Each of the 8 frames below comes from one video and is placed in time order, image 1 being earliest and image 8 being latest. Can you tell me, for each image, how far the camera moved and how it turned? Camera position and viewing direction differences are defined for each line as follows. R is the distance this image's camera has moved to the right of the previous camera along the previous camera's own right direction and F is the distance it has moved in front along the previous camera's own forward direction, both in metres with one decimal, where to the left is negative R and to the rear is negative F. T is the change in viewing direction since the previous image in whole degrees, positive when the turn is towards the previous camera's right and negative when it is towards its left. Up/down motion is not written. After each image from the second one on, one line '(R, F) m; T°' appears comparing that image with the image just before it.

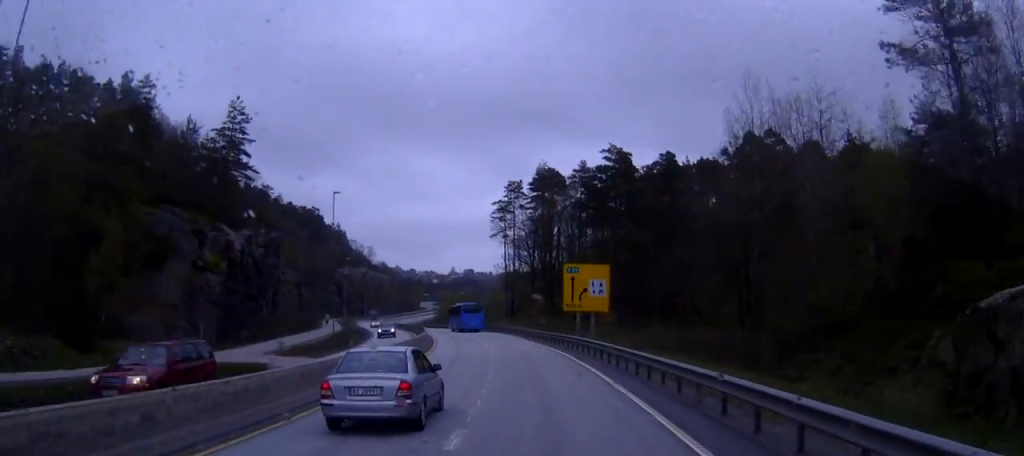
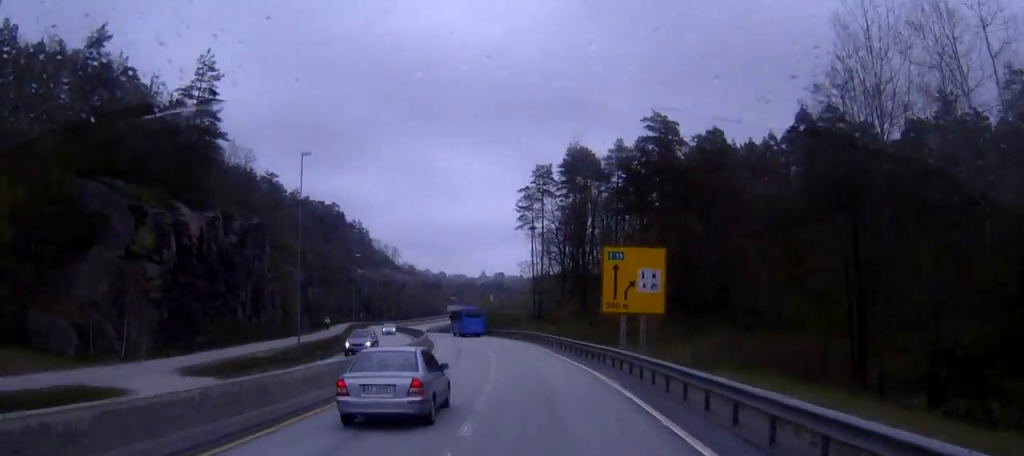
(-0.3, +14.5) m; -2°
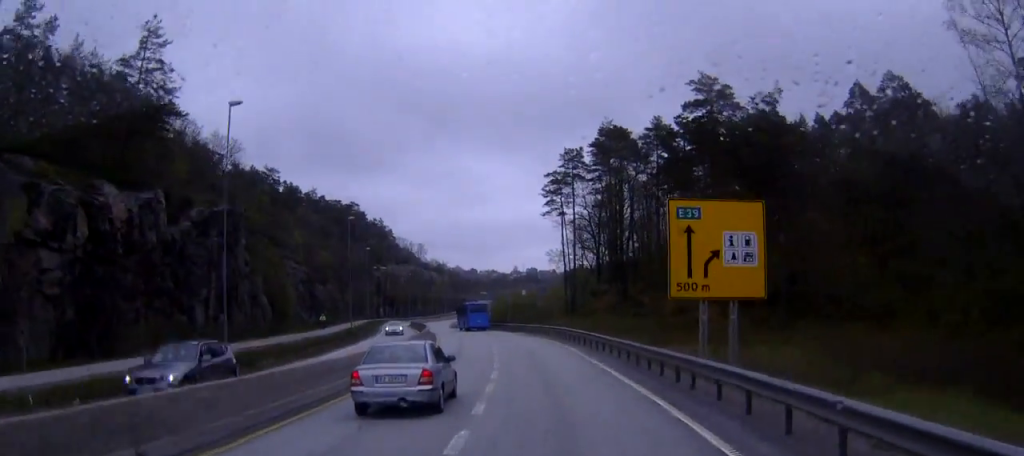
(-0.2, +14.4) m; -2°
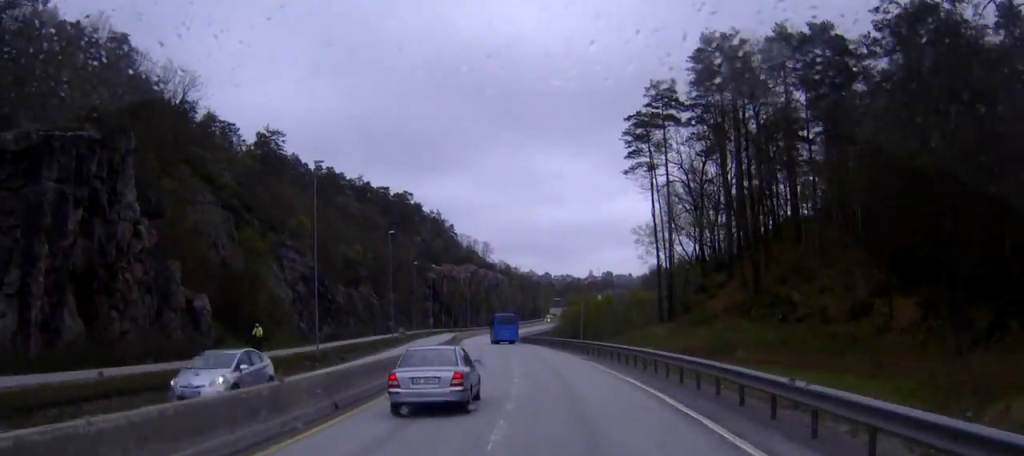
(-1.4, +29.7) m; -7°
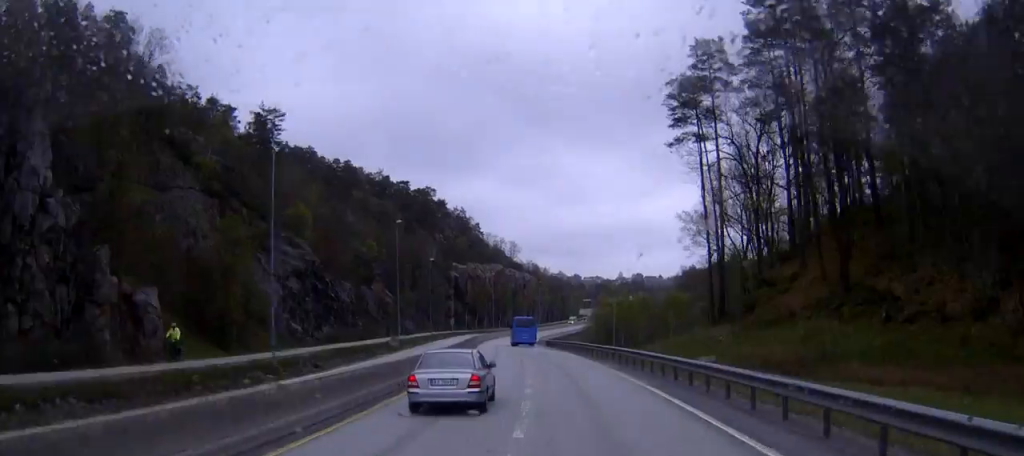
(-0.5, +11.7) m; -2°
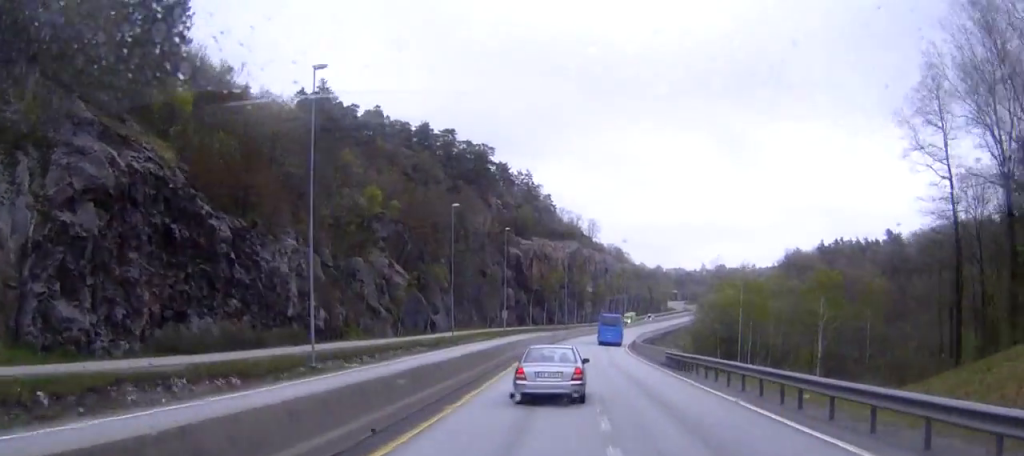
(-2.6, +47.2) m; -4°
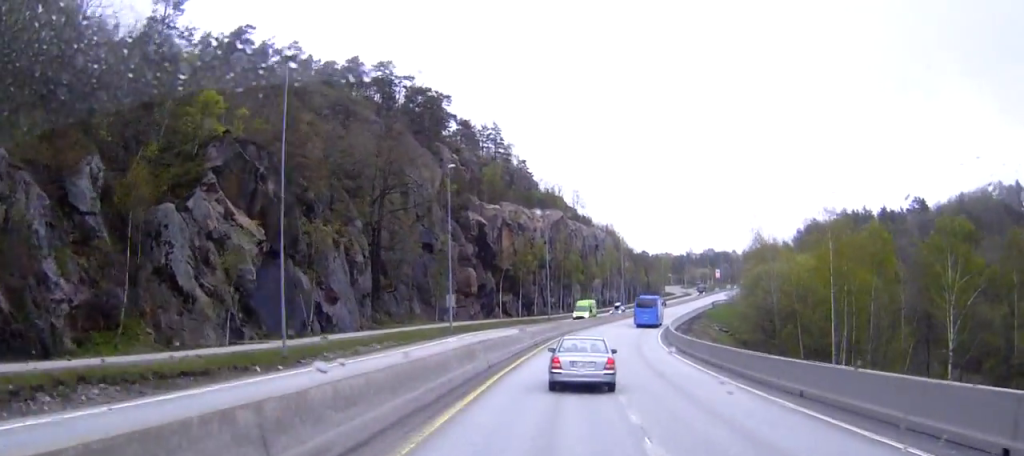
(+0.5, +39.7) m; +2°
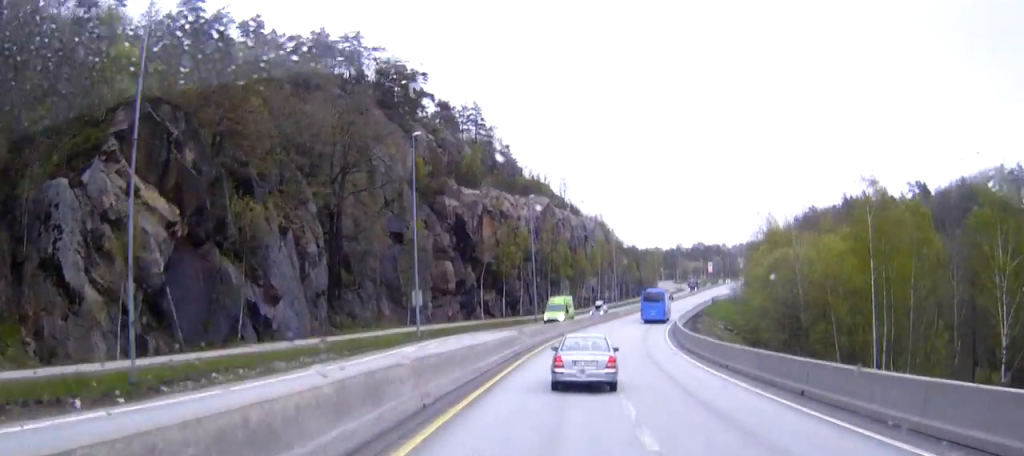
(0.0, +10.5) m; +1°
